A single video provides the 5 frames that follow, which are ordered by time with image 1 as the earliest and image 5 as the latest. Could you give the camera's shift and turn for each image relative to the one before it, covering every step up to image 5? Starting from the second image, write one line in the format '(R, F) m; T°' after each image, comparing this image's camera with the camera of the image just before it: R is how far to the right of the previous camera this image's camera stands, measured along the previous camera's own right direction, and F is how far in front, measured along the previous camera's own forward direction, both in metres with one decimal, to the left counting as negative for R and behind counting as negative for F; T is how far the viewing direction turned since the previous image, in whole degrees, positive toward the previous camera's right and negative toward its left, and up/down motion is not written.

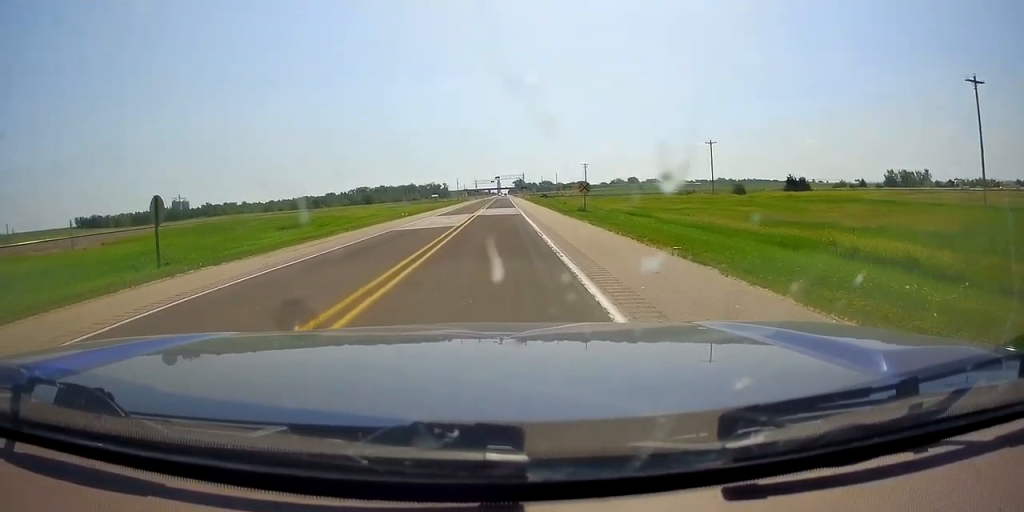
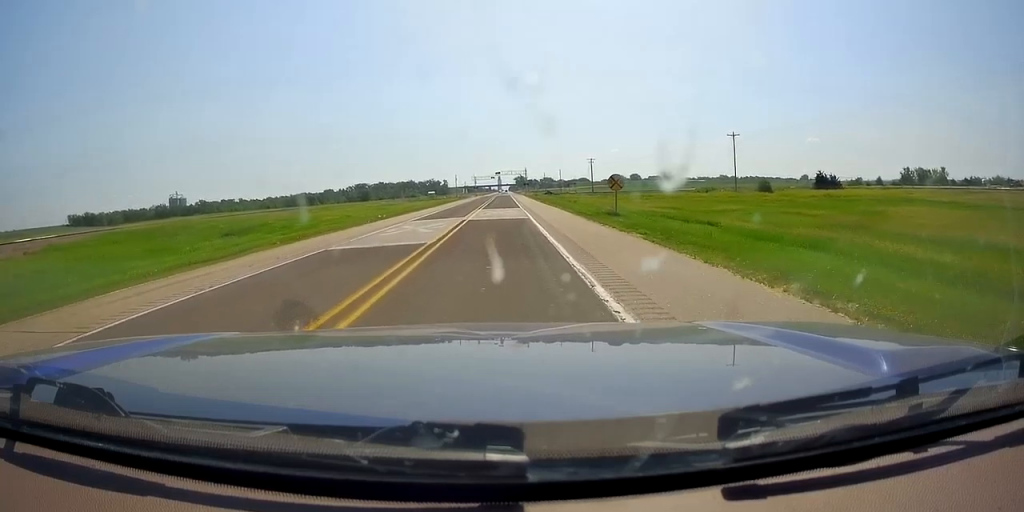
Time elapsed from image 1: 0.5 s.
(-0.6, +11.0) m; 0°
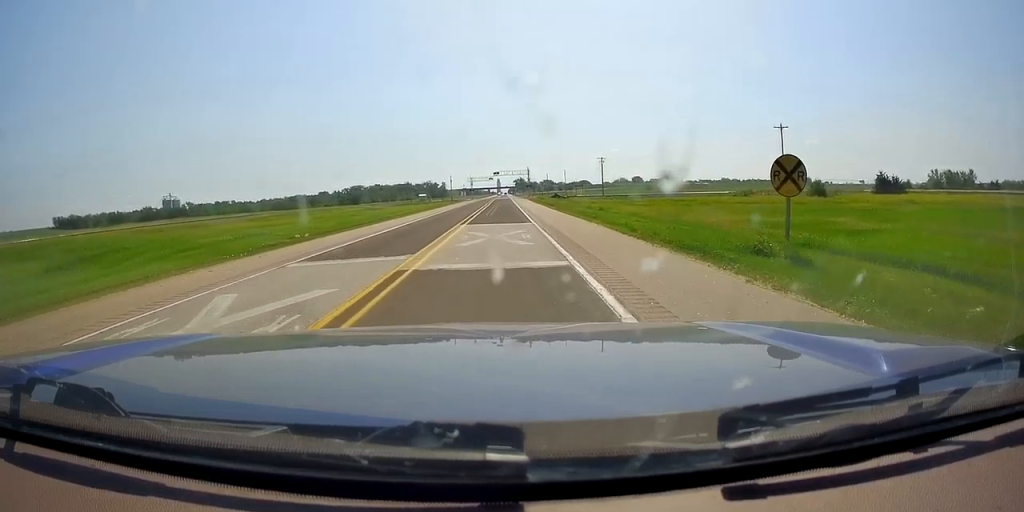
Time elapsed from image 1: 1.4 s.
(+0.8, +18.9) m; +1°
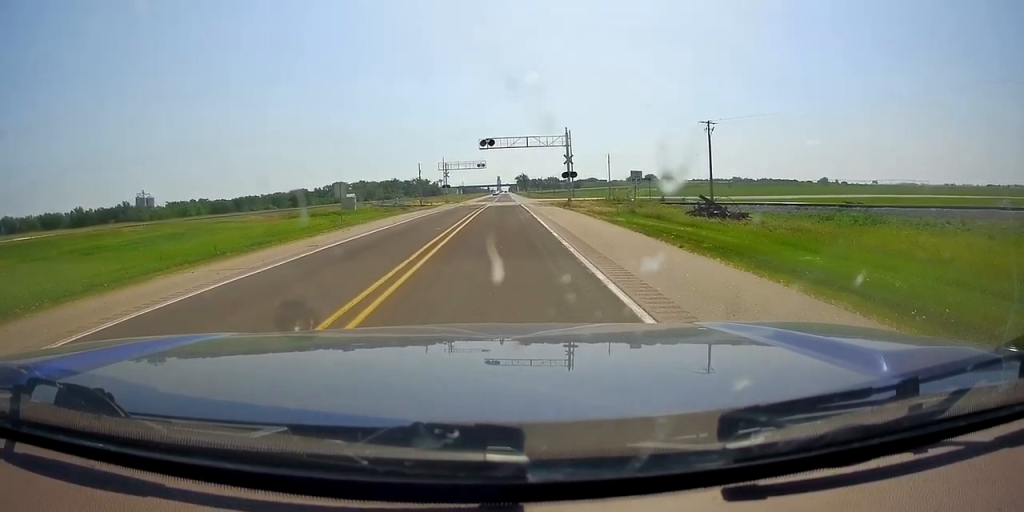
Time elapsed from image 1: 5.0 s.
(0.0, +82.7) m; 0°
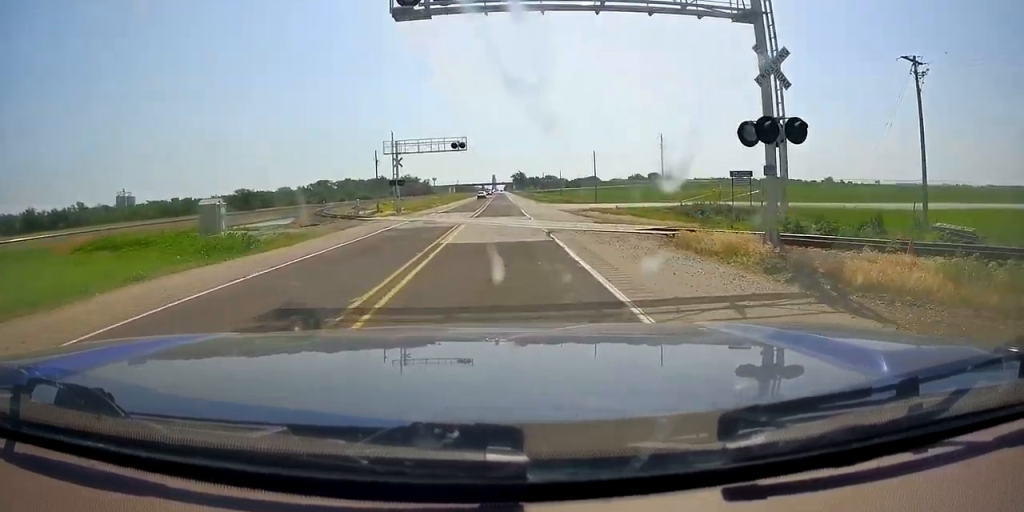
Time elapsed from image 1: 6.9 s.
(+0.7, +44.3) m; 0°
